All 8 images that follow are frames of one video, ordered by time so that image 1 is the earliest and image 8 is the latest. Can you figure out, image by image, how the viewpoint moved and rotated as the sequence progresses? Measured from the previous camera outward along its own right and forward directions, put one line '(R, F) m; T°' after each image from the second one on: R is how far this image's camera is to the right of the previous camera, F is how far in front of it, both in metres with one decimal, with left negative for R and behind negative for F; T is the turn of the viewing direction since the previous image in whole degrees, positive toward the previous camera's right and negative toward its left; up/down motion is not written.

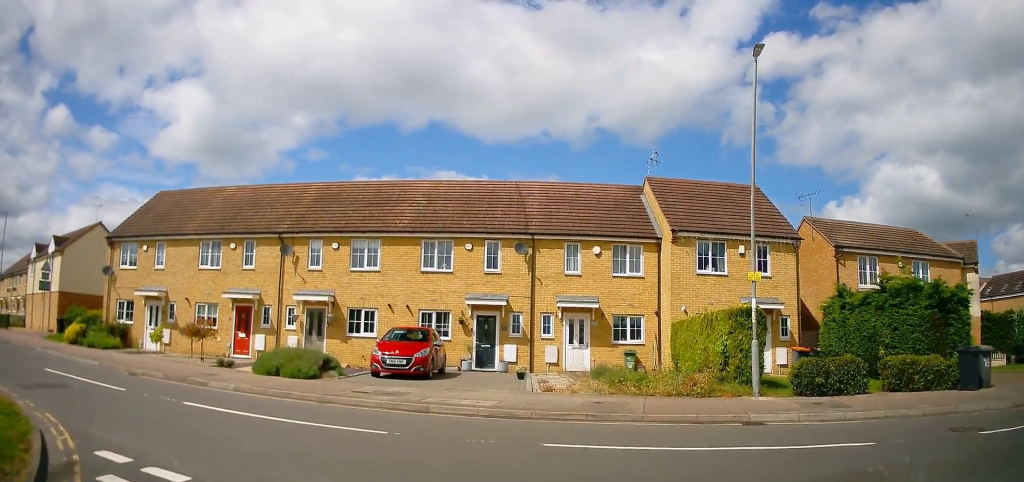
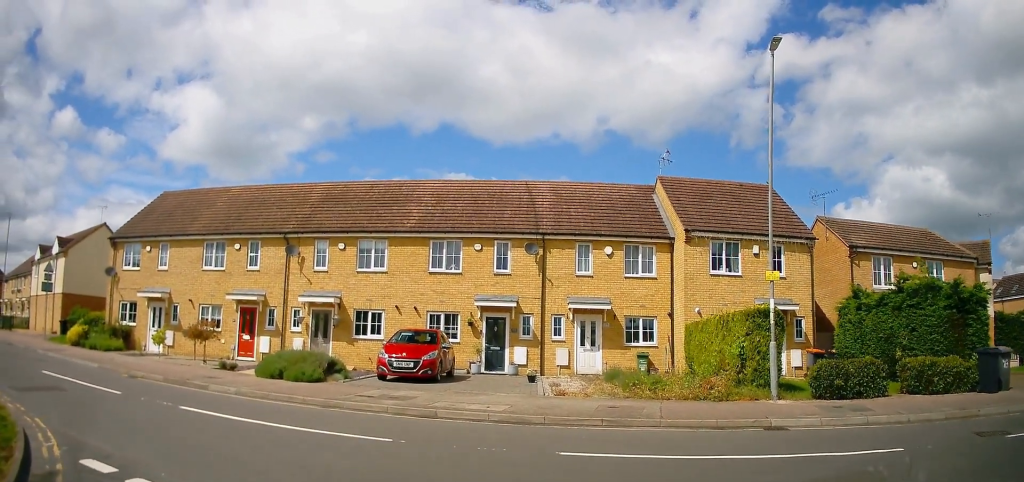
(-0.2, +0.8) m; 0°
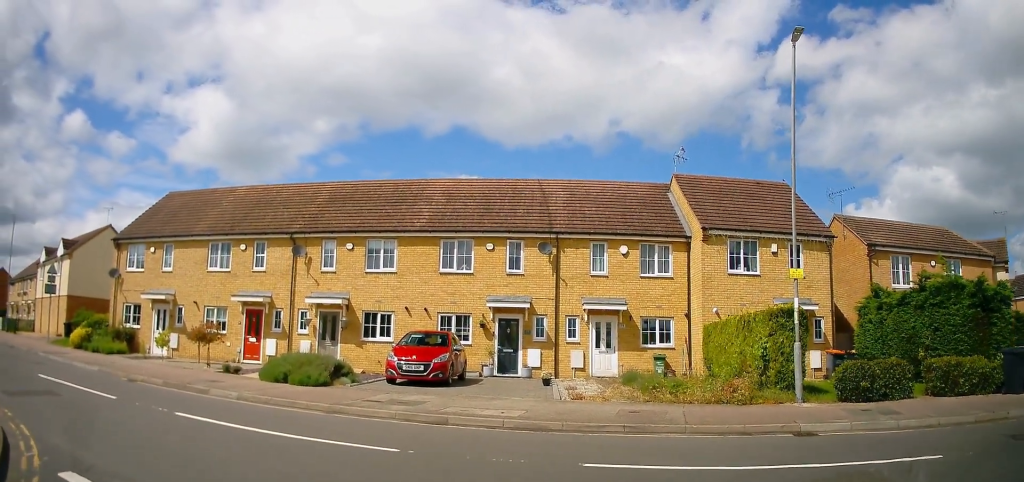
(+0.1, +0.7) m; 0°
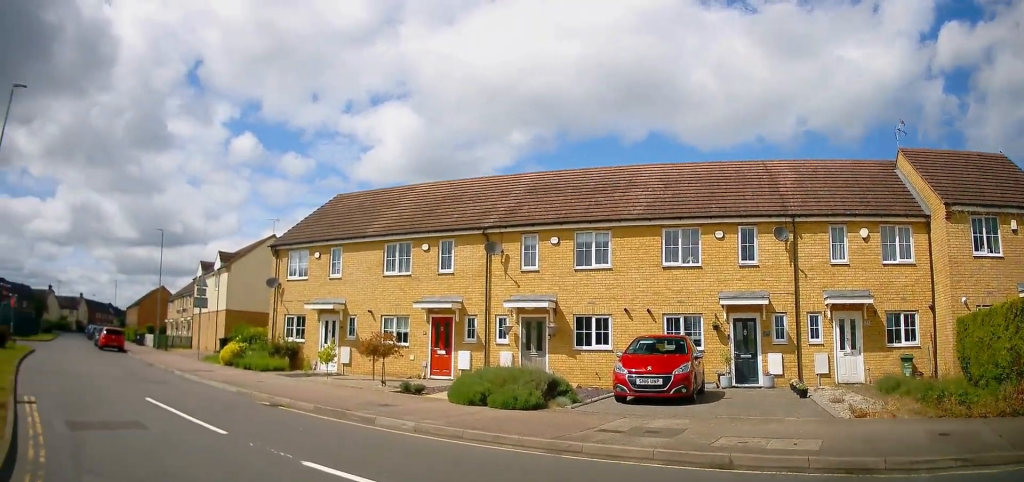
(-0.9, +2.6) m; -33°
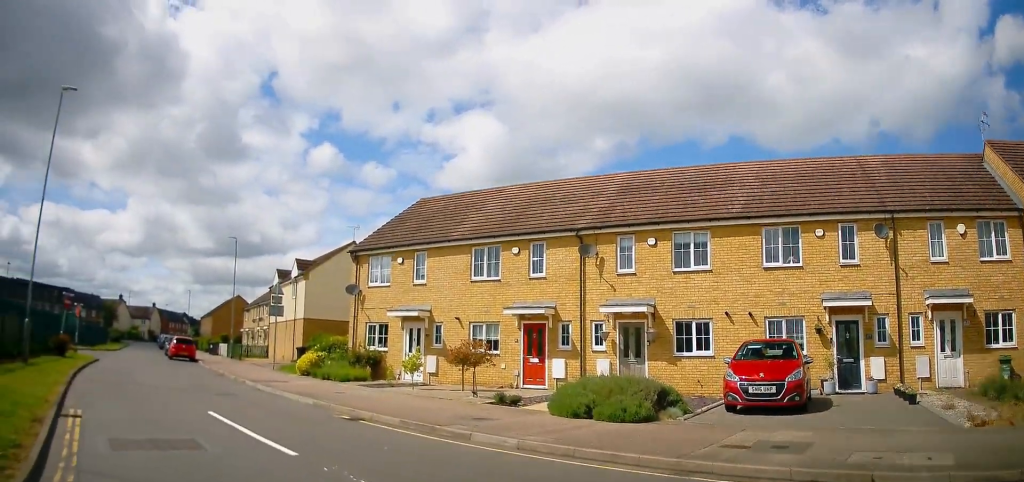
(0.0, +1.0) m; -7°
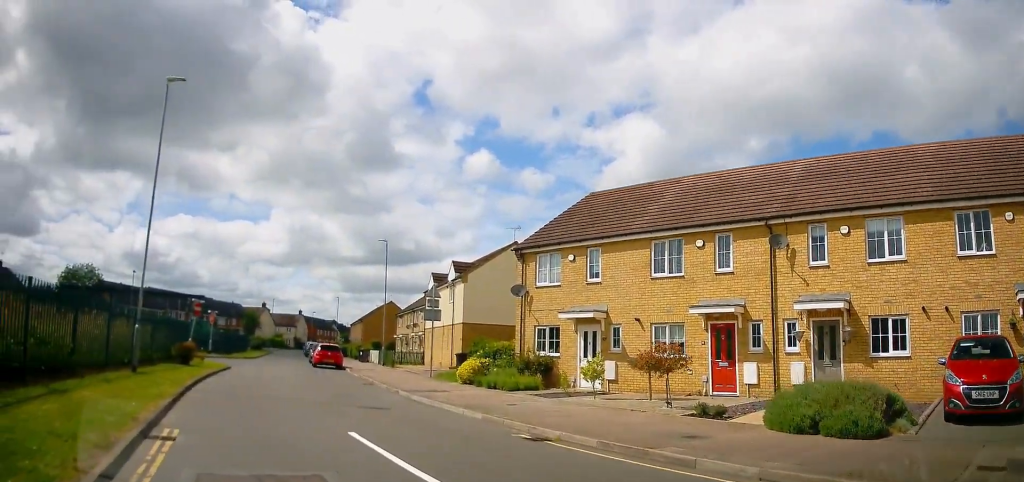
(+0.1, +1.8) m; -12°
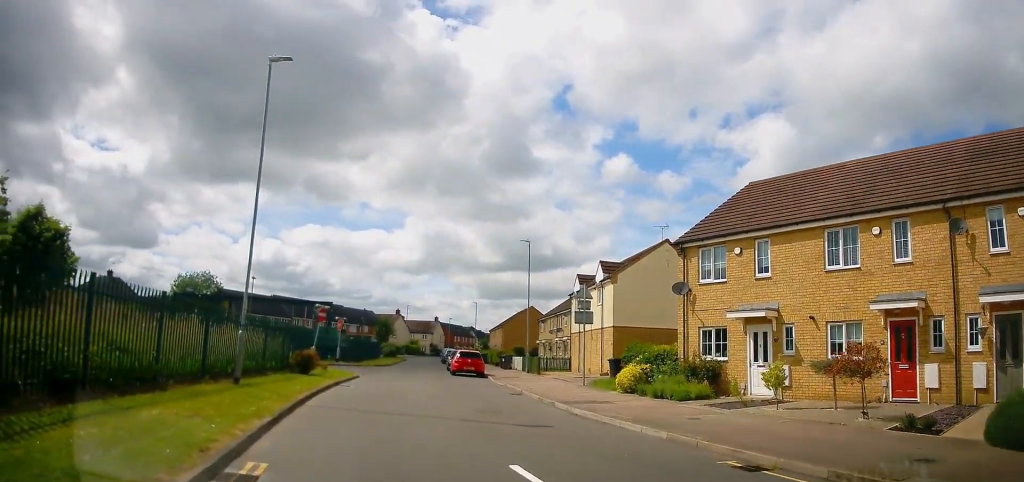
(-0.5, +1.8) m; -10°
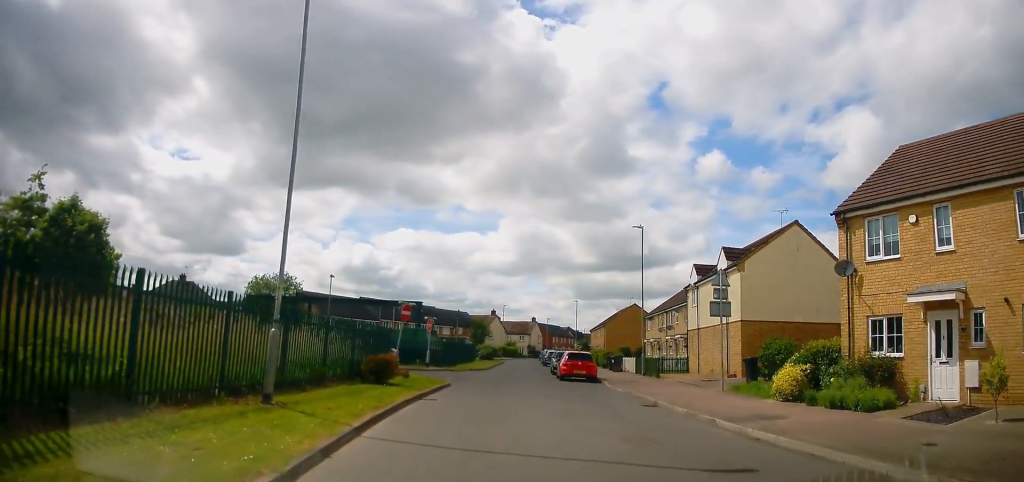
(+0.1, +4.1) m; +1°
